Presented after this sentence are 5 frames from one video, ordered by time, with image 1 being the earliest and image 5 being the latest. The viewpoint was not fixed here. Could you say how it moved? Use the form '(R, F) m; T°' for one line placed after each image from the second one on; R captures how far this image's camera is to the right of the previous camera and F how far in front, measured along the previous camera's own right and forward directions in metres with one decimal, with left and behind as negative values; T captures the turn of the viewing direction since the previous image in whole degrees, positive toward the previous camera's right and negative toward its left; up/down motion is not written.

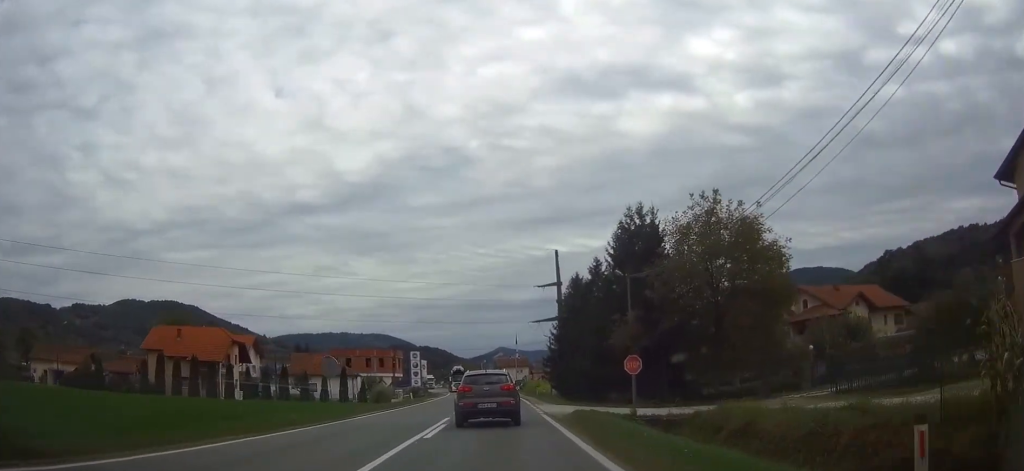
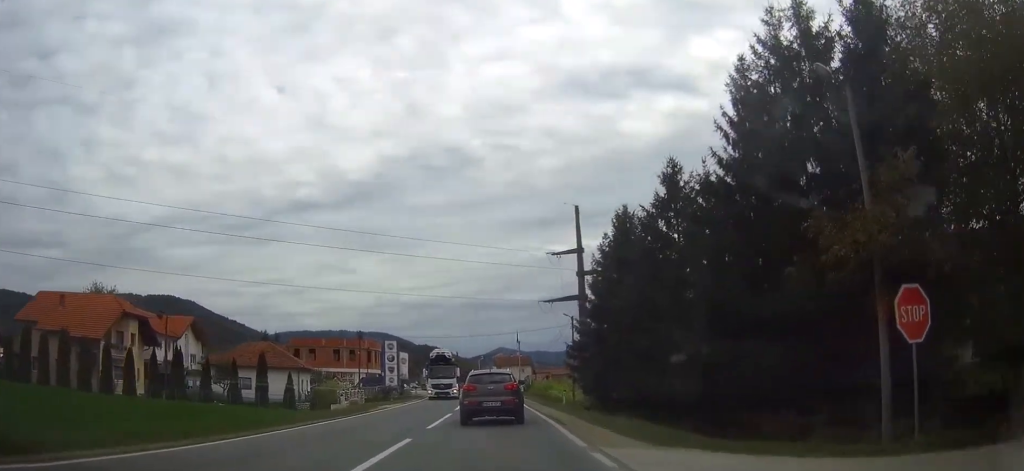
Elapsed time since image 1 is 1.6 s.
(+0.1, +24.0) m; 0°
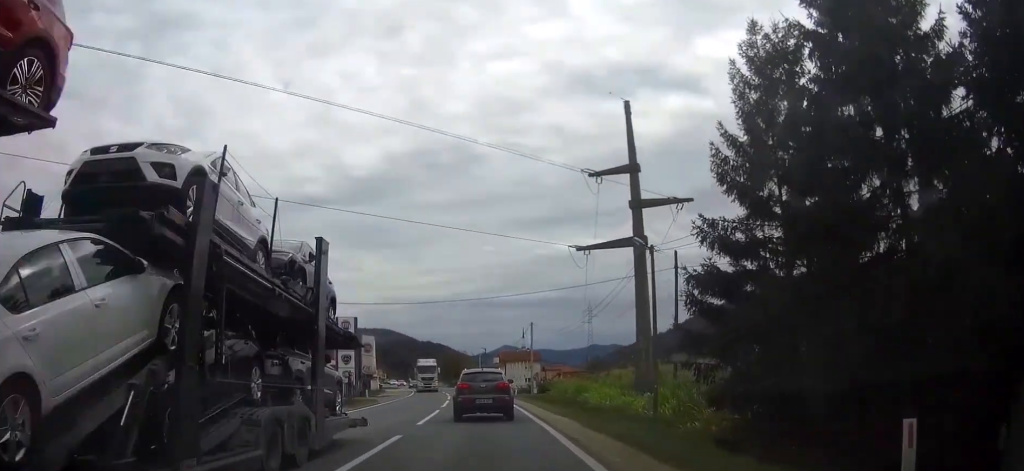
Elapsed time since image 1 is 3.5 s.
(-0.1, +27.9) m; 0°
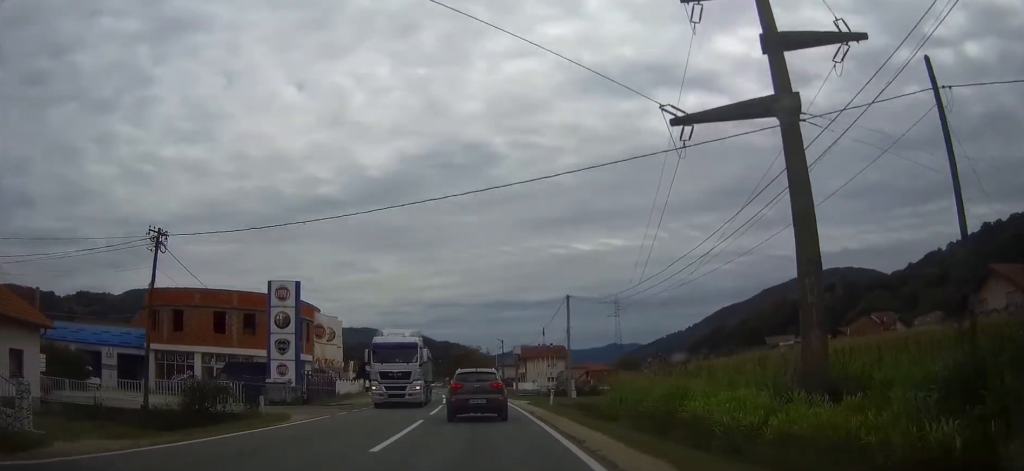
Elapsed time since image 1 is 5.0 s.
(-0.2, +22.1) m; -2°
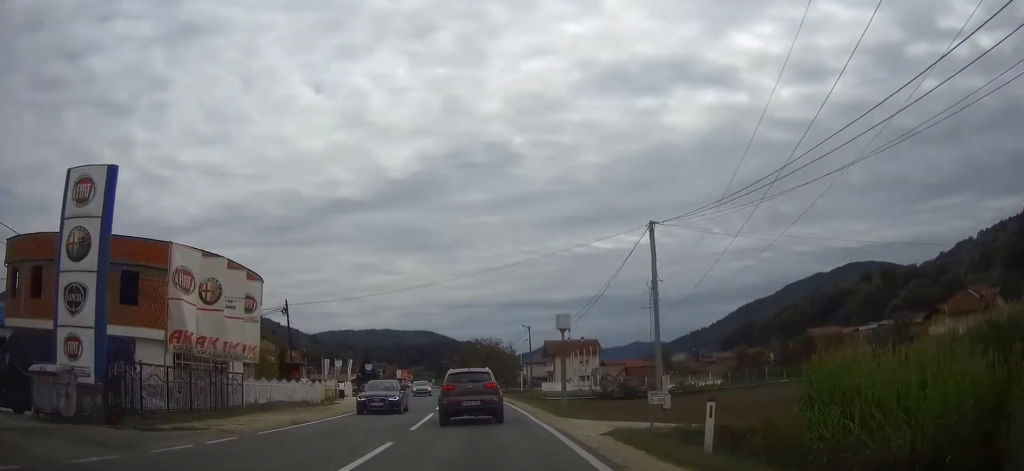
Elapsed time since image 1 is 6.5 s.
(-0.3, +22.1) m; -2°
